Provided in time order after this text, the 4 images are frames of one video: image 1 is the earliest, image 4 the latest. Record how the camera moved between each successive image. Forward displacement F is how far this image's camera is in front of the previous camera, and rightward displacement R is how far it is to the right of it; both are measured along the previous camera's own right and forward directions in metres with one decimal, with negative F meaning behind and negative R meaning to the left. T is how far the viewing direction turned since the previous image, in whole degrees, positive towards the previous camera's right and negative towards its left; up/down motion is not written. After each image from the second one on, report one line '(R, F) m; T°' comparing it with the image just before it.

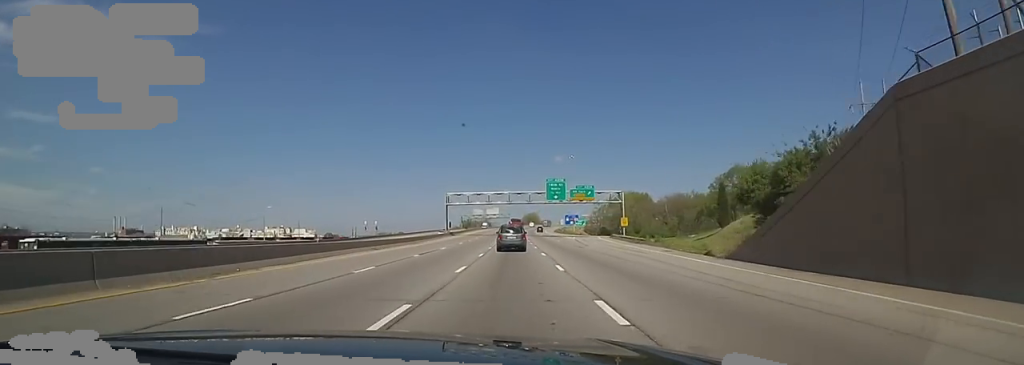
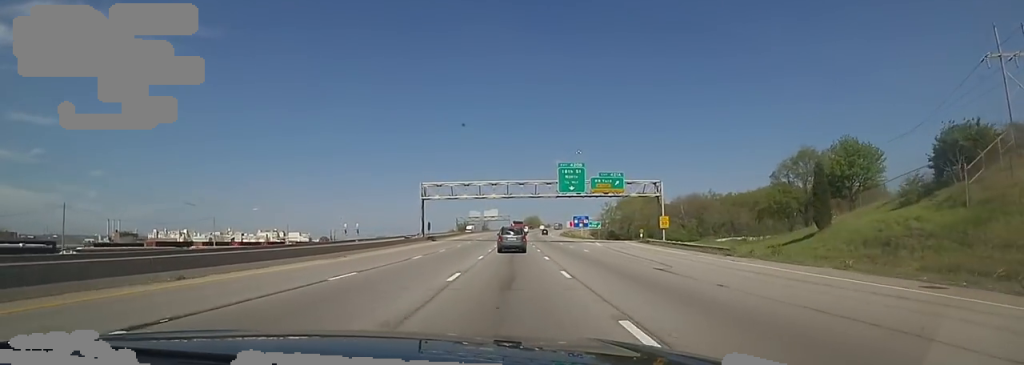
(+0.8, +23.2) m; +2°
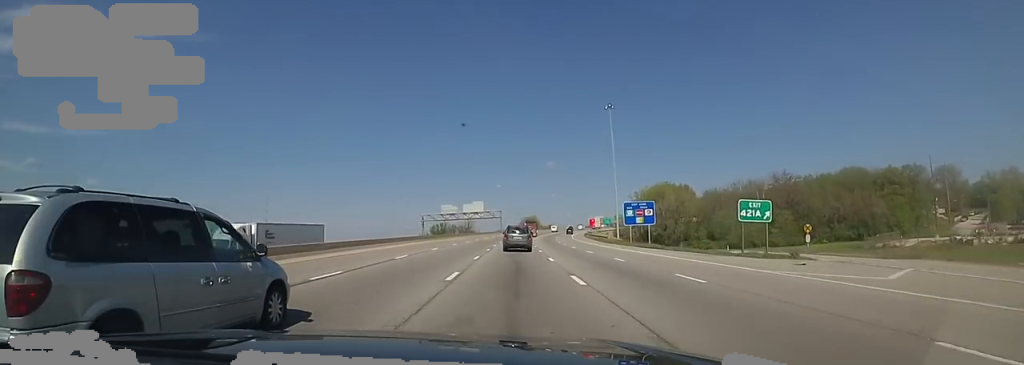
(0.0, +72.4) m; 0°
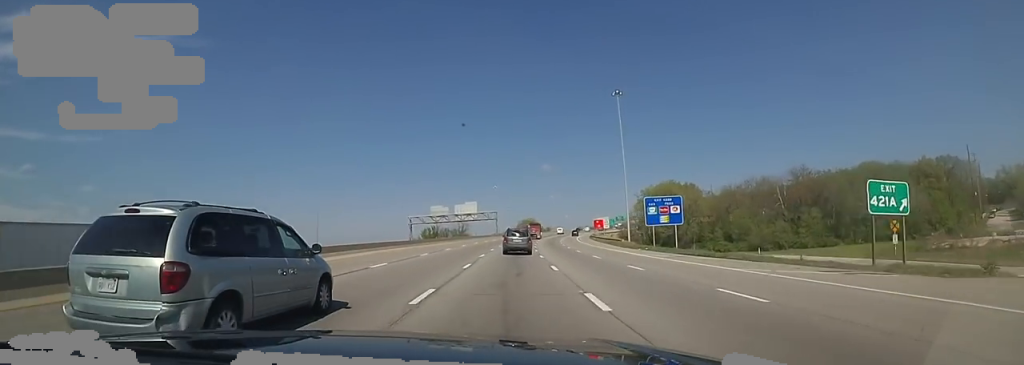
(0.0, +13.8) m; 0°
